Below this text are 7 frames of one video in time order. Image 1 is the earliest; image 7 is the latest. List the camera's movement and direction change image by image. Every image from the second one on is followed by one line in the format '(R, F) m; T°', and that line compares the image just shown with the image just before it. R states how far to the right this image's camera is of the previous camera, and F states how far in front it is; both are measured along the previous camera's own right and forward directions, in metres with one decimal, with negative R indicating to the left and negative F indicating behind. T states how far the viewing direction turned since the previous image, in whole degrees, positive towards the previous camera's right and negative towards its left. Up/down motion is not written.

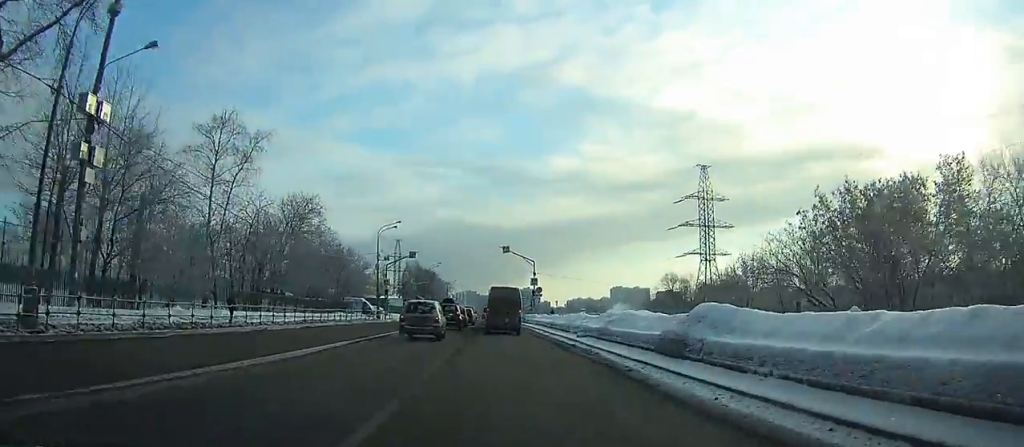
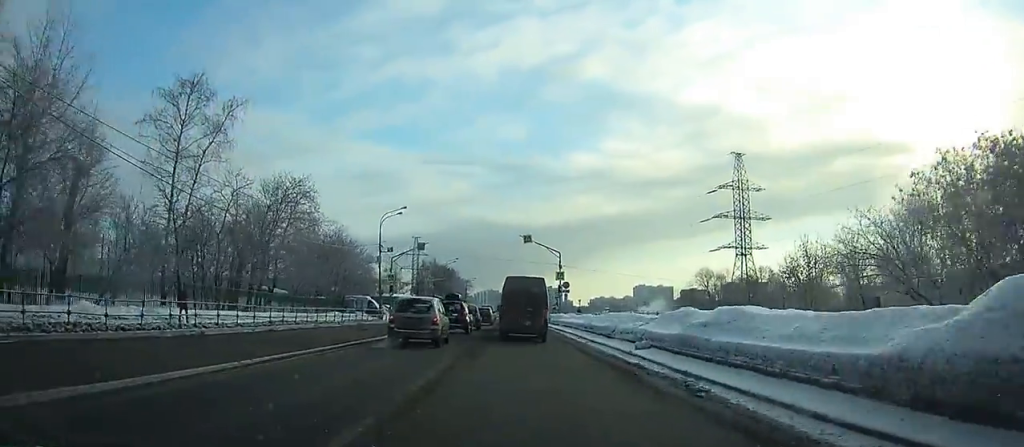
(0.0, +8.6) m; 0°
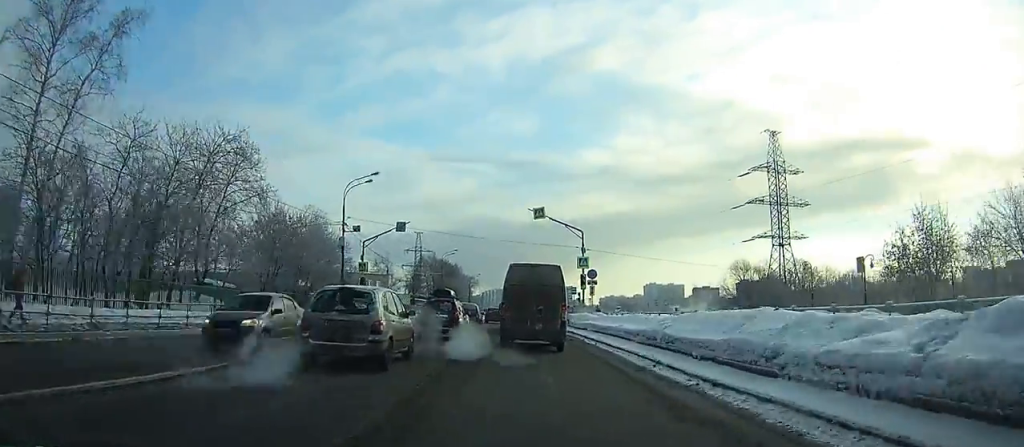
(-0.1, +18.3) m; -1°
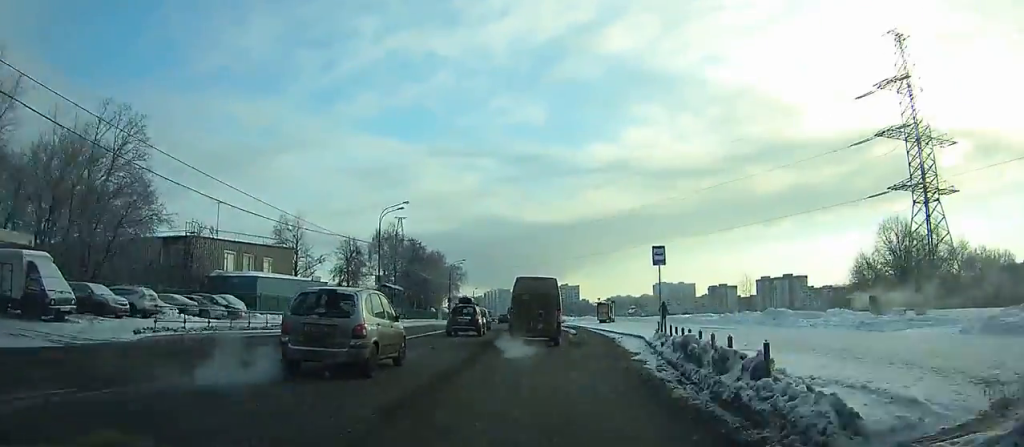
(-0.6, +50.4) m; -1°
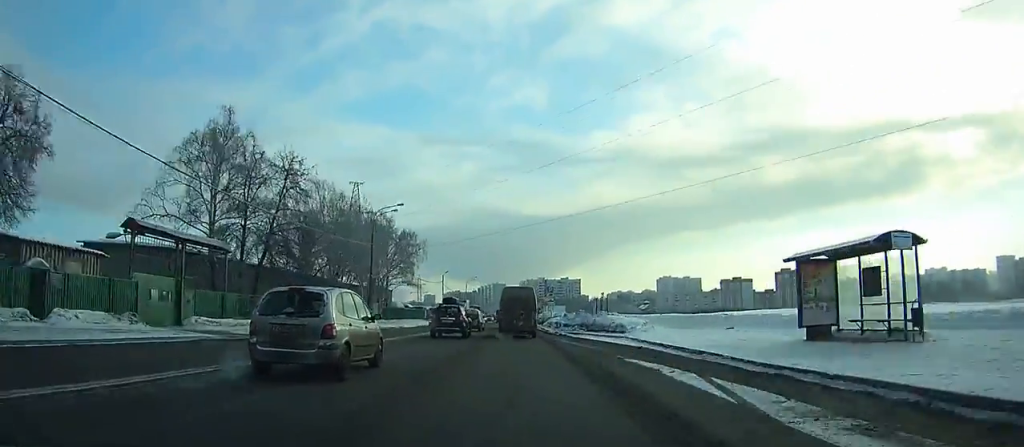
(-0.8, +51.8) m; -2°
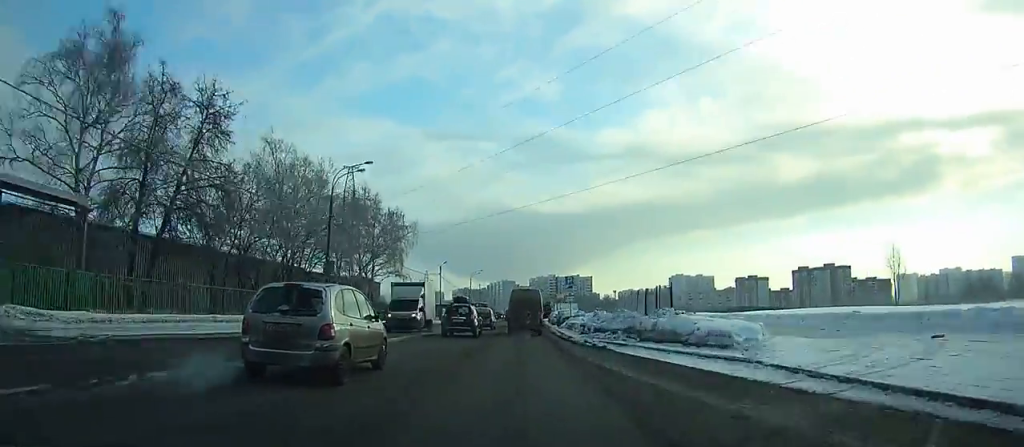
(-0.1, +14.7) m; 0°
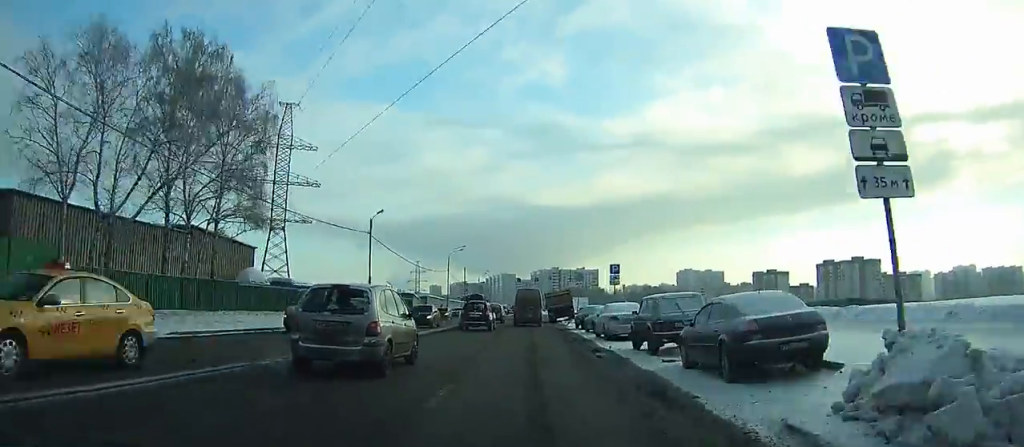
(0.0, +42.9) m; 0°
